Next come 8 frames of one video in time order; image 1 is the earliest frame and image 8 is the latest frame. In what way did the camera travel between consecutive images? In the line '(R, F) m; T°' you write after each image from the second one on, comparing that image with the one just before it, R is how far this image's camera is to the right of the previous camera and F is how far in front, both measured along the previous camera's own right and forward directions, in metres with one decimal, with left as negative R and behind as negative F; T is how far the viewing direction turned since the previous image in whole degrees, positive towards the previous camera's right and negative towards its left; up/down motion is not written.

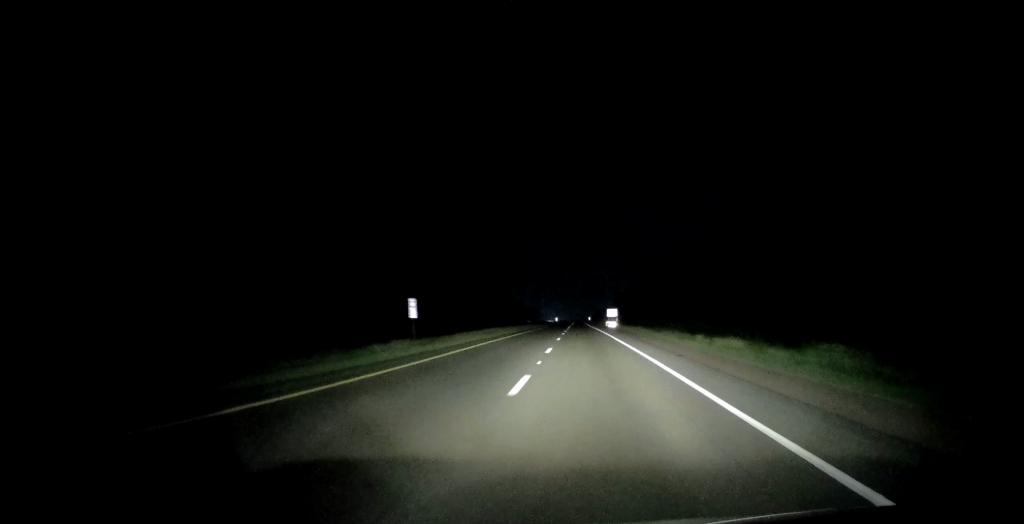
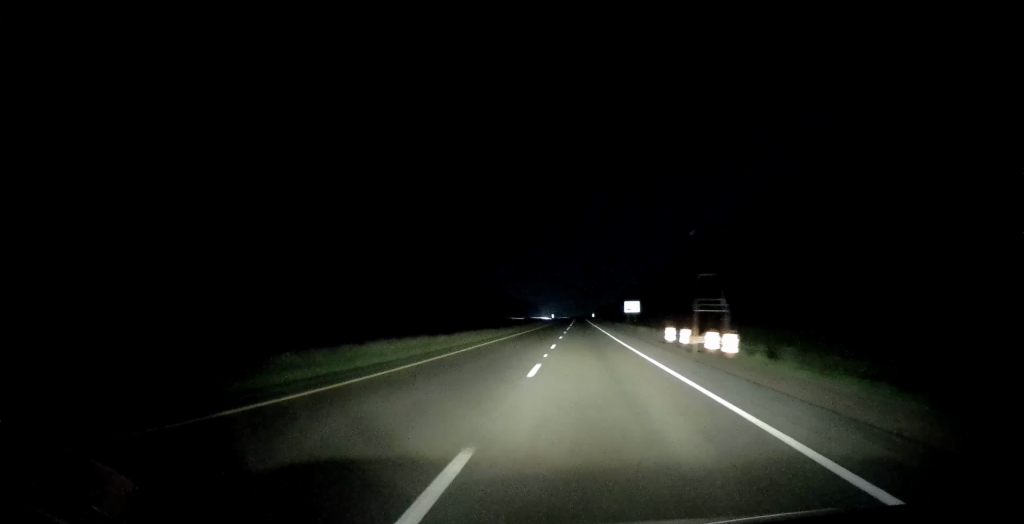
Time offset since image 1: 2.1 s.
(+1.0, +67.3) m; 0°
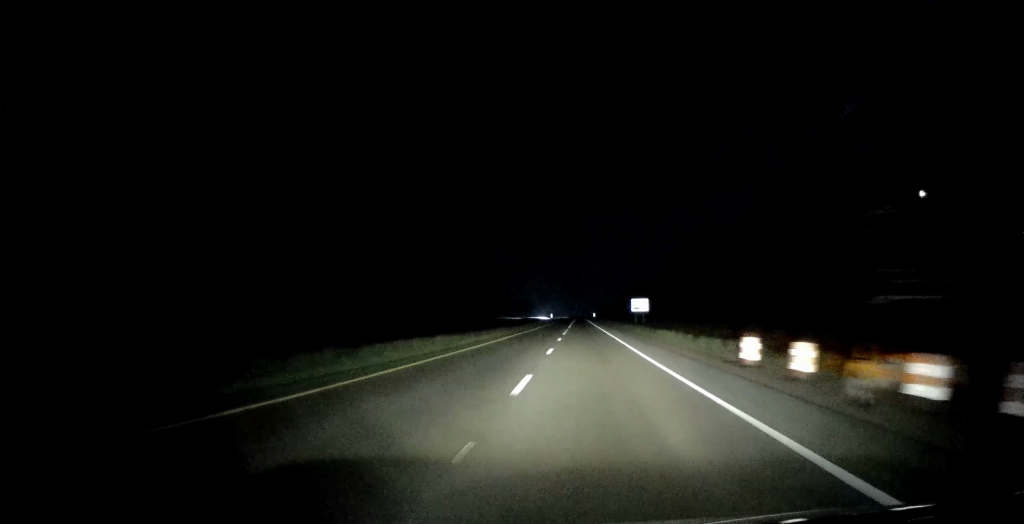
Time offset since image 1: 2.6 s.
(-0.2, +15.8) m; 0°
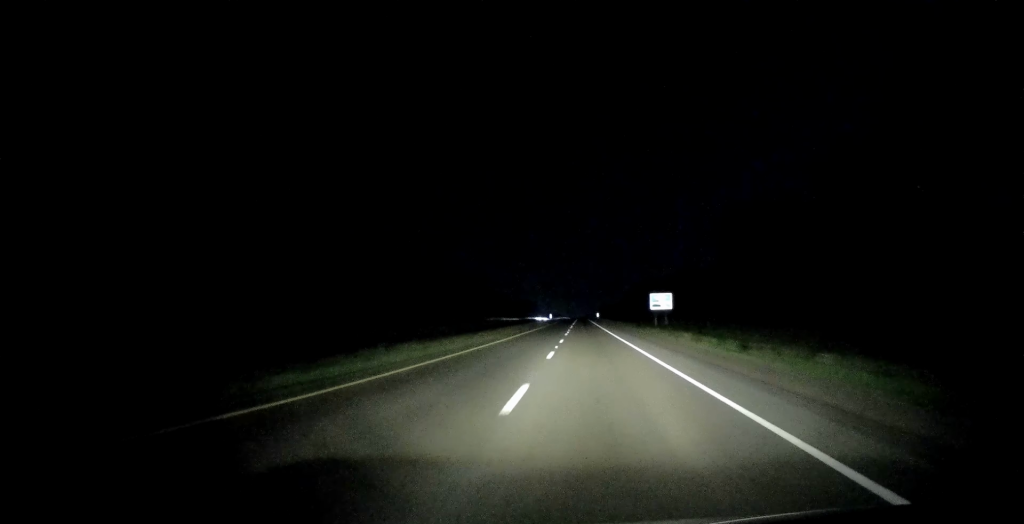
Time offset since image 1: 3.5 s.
(-0.2, +26.3) m; 0°
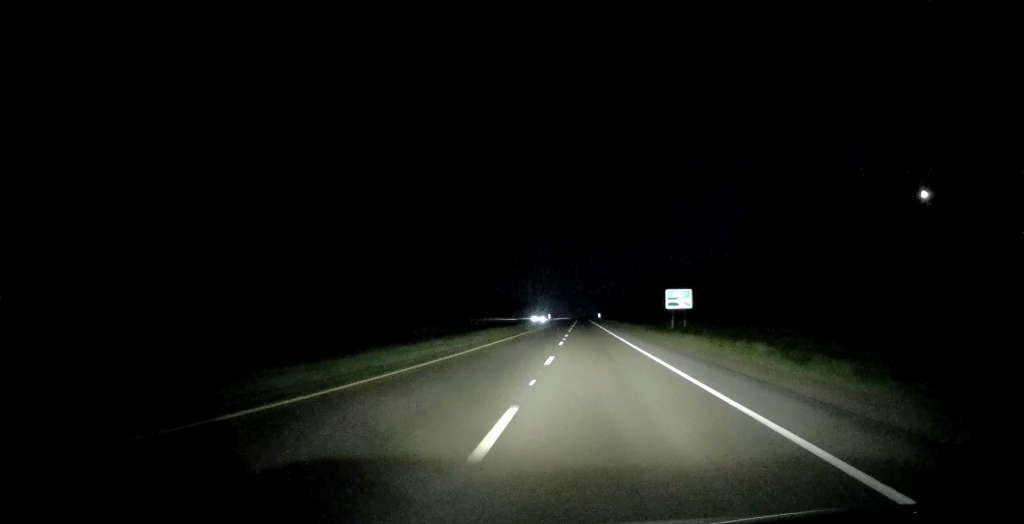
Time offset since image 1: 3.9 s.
(+0.2, +14.7) m; 0°
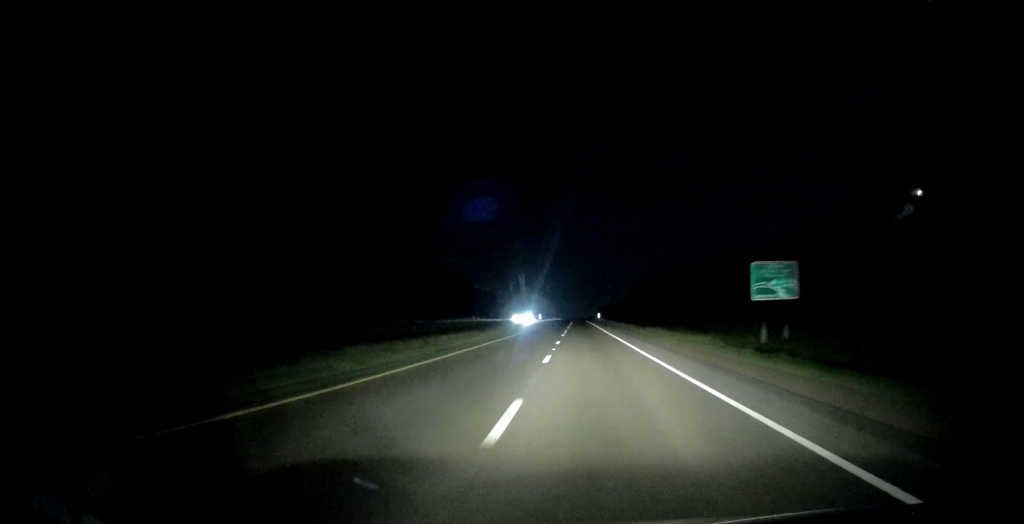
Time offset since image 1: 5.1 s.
(-0.2, +35.8) m; -1°
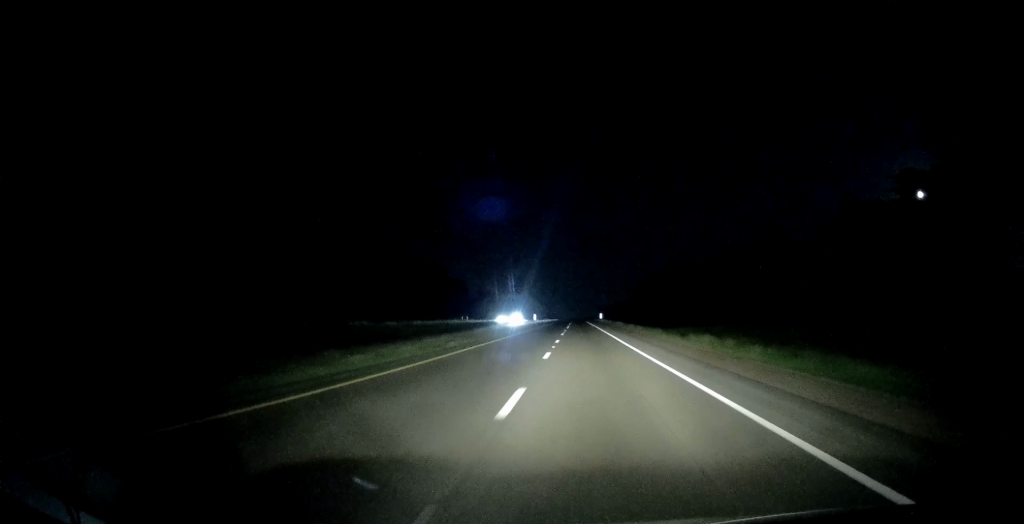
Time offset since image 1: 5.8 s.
(-0.2, +23.0) m; 0°
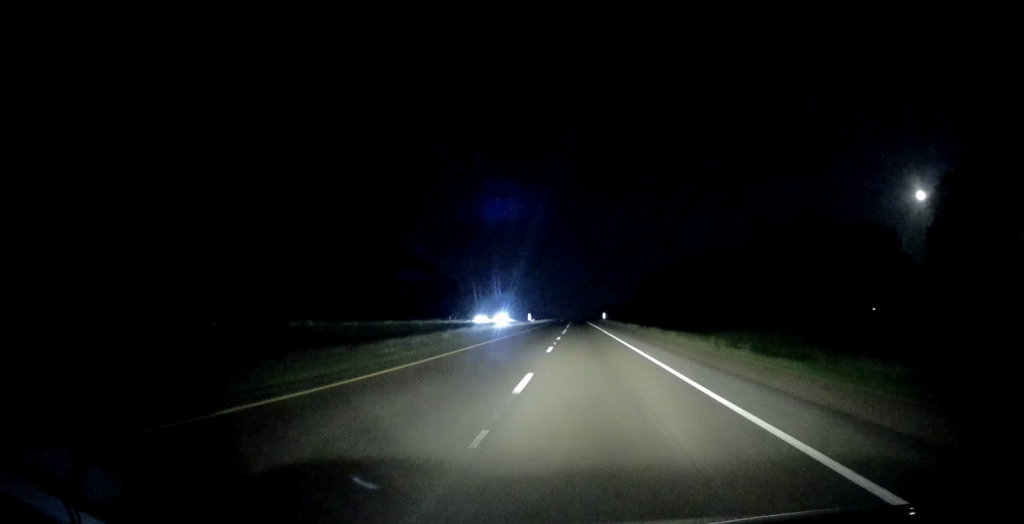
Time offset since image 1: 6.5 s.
(0.0, +20.9) m; 0°
